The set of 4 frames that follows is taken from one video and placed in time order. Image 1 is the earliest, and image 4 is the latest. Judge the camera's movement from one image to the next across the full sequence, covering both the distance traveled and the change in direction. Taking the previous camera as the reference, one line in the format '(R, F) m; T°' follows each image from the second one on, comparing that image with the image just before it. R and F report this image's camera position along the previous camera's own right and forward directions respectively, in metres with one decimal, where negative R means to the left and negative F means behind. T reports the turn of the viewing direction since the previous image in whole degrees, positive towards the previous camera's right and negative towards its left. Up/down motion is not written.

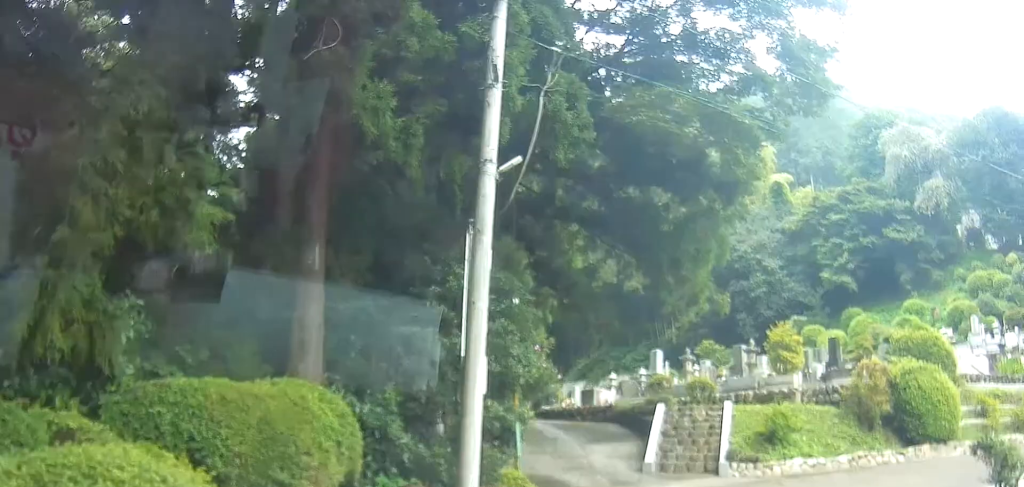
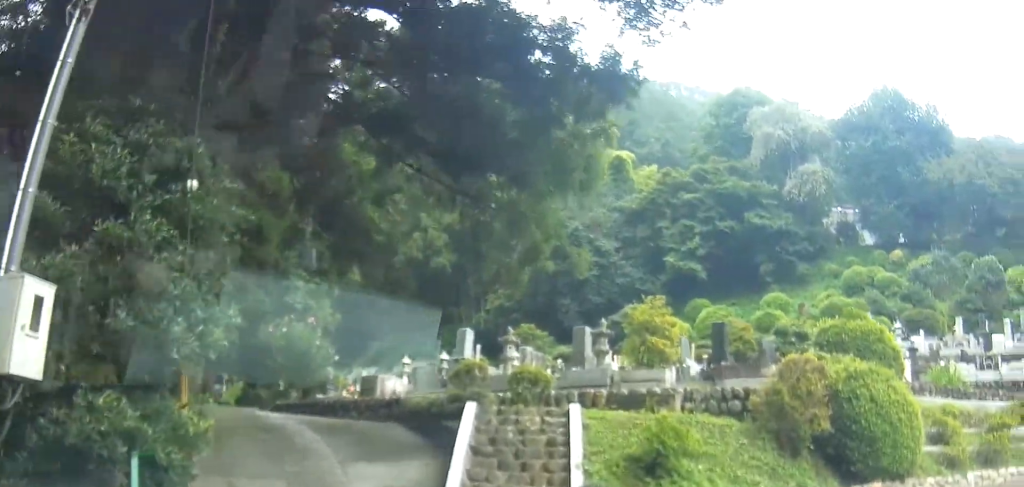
(+1.0, +6.2) m; +23°
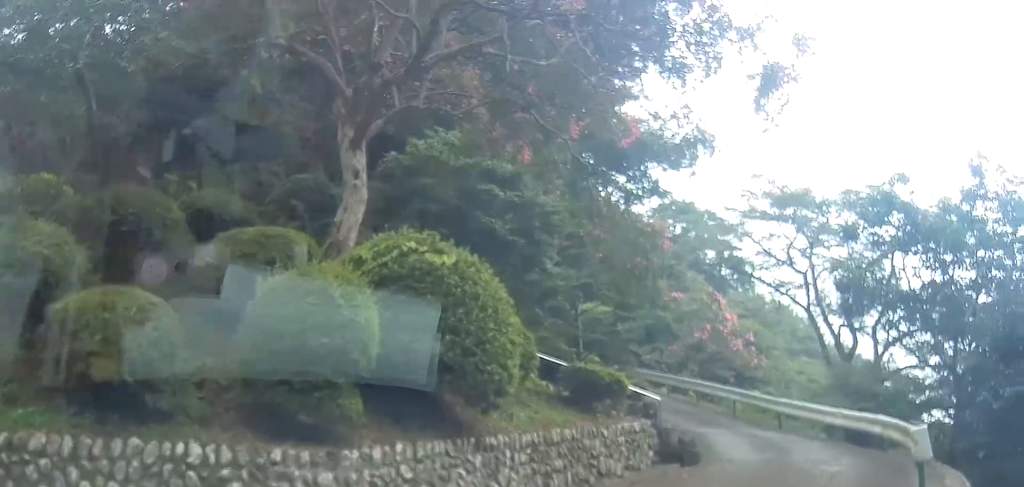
(+12.1, +10.9) m; +92°
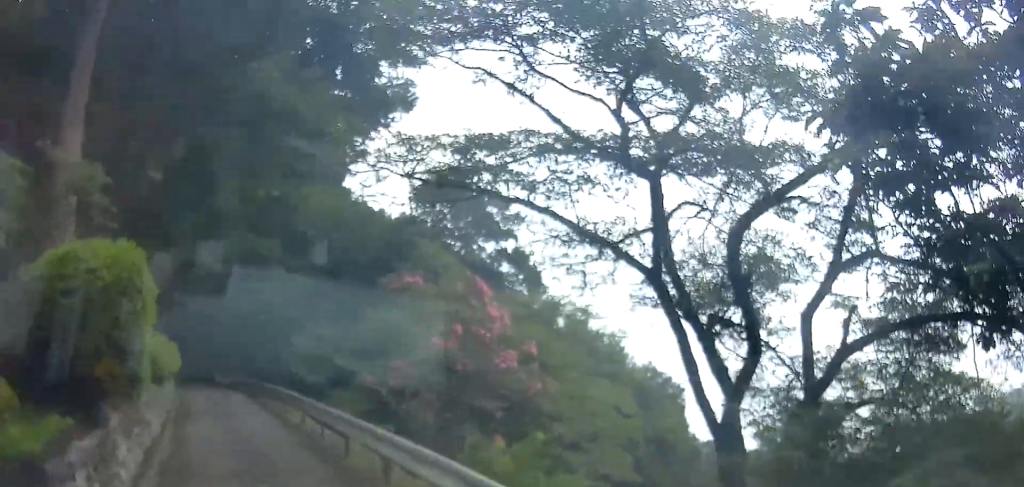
(+2.6, +14.1) m; +10°
